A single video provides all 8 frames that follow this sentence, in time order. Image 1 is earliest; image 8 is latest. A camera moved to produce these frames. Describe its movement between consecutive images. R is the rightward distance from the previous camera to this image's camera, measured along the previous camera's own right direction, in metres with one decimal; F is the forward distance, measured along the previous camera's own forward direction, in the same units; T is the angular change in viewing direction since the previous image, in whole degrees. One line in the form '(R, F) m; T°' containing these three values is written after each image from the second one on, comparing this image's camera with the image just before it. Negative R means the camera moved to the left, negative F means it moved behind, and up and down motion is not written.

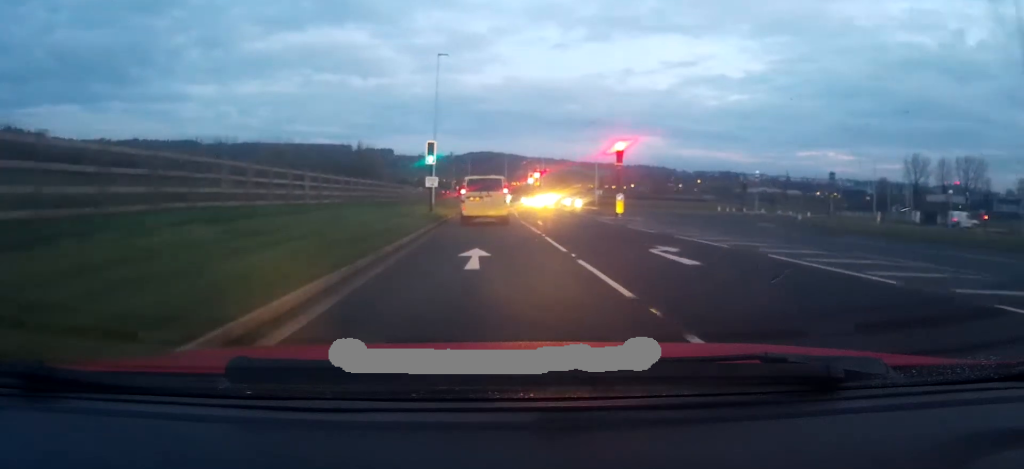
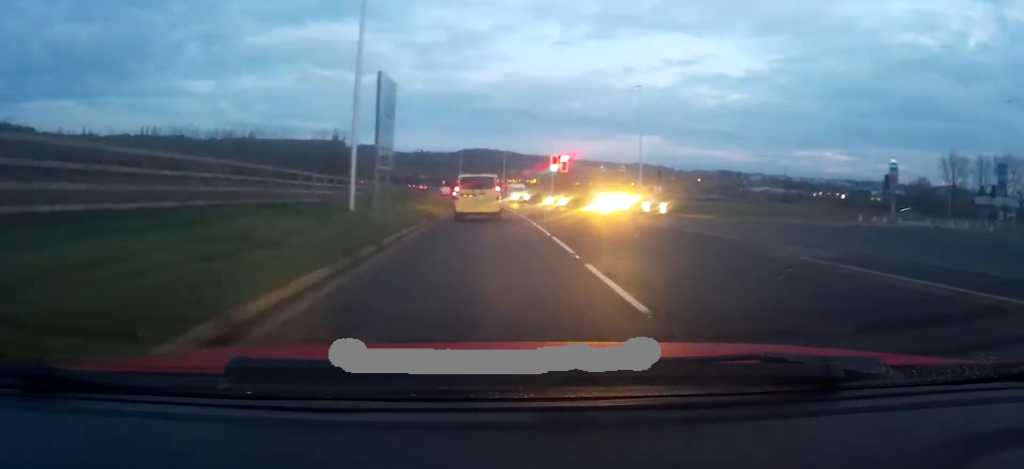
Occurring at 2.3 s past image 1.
(-0.1, +29.6) m; 0°
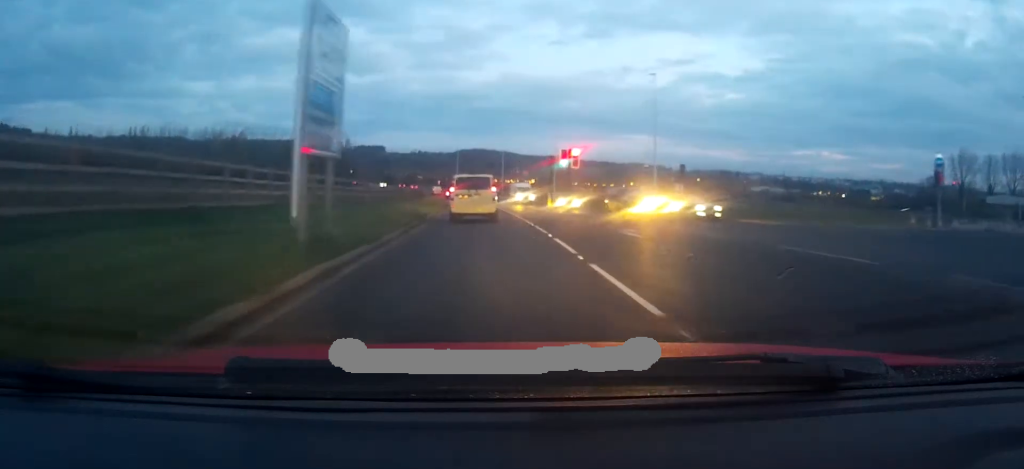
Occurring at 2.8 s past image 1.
(0.0, +6.3) m; 0°
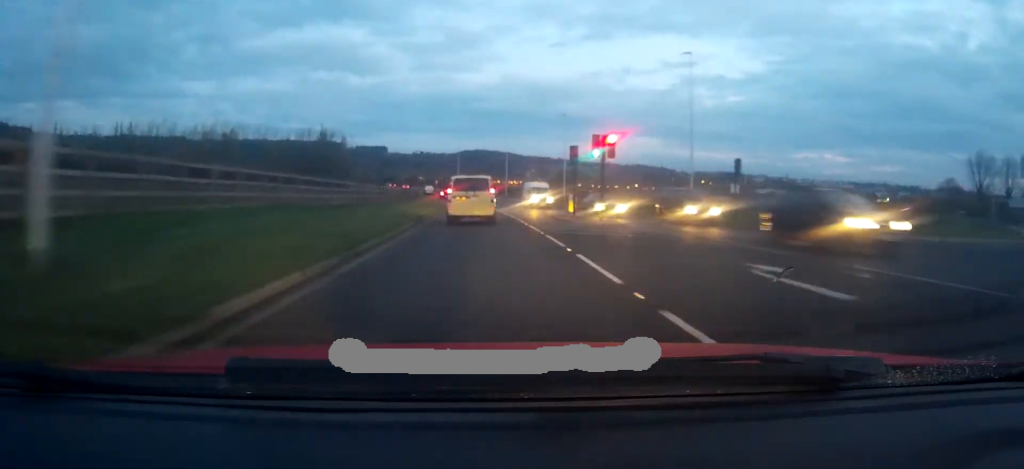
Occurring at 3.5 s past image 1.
(0.0, +9.6) m; 0°
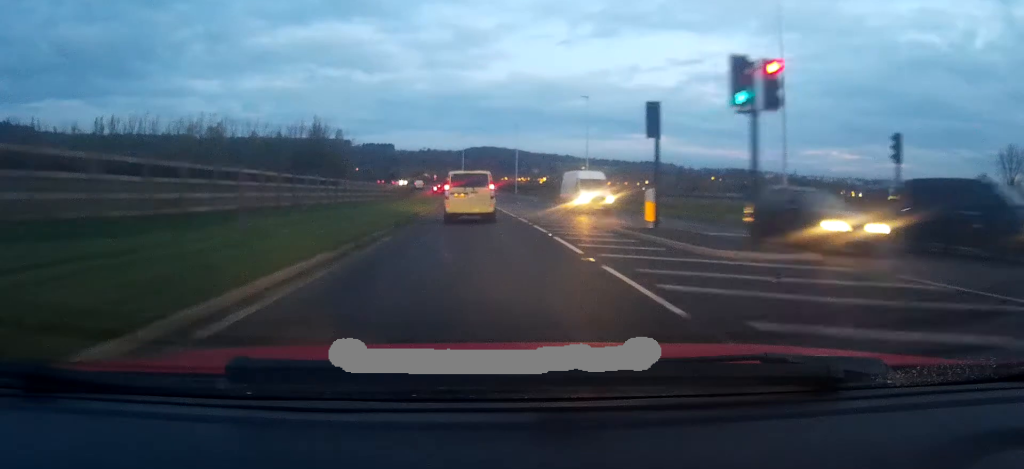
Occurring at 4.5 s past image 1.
(0.0, +14.2) m; 0°
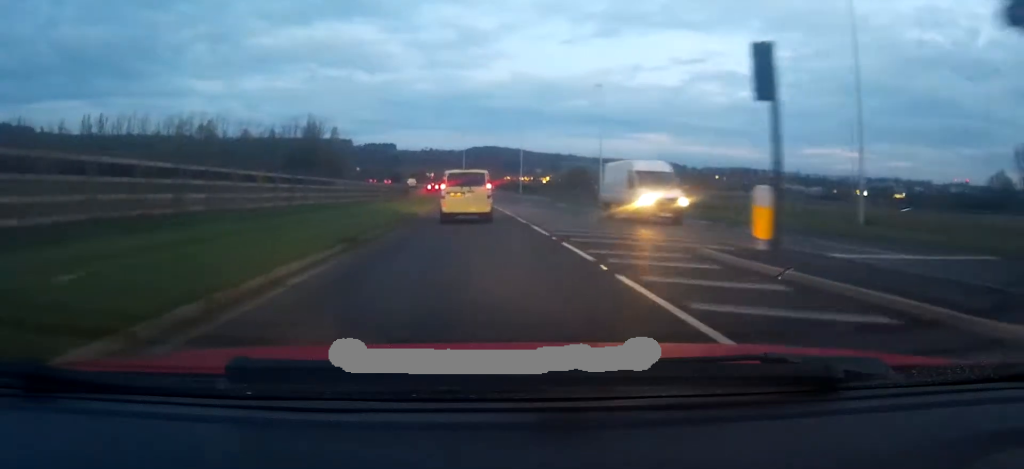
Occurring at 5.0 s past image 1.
(0.0, +7.3) m; 0°
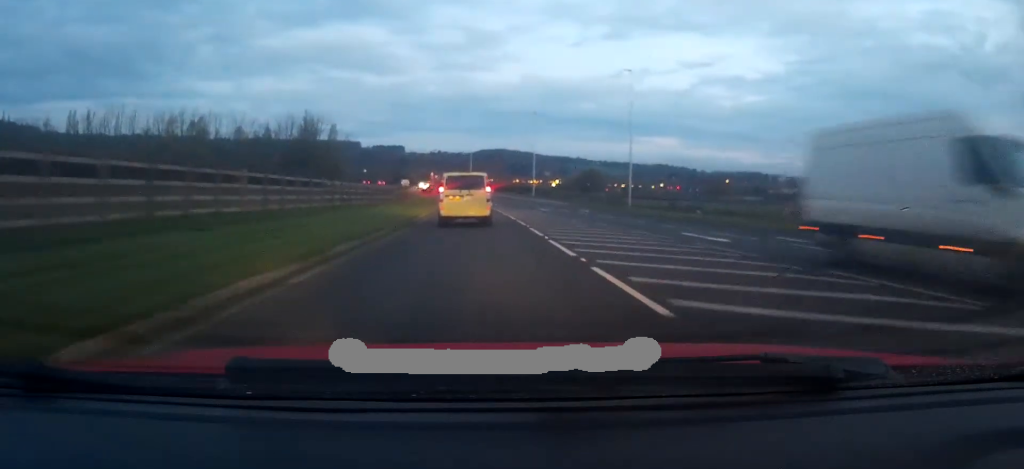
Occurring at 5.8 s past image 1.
(0.0, +10.5) m; -1°
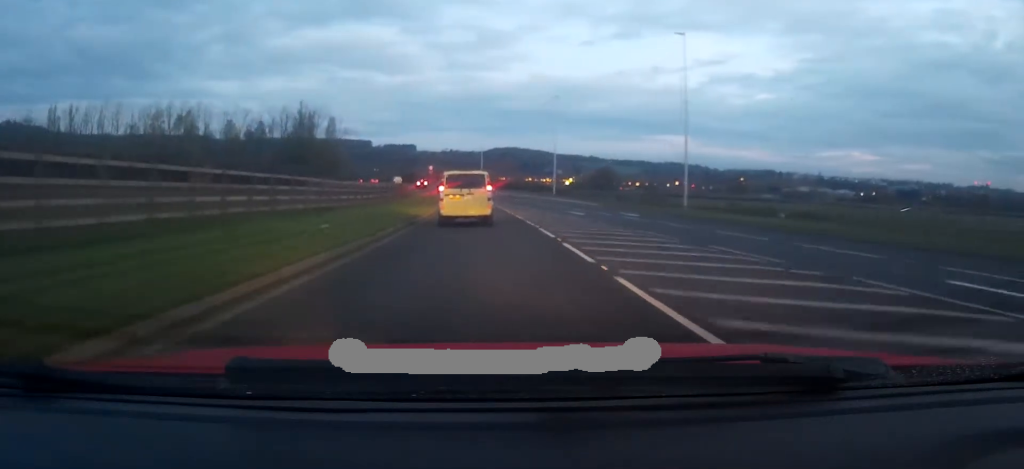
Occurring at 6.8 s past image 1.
(-0.2, +13.2) m; -1°
